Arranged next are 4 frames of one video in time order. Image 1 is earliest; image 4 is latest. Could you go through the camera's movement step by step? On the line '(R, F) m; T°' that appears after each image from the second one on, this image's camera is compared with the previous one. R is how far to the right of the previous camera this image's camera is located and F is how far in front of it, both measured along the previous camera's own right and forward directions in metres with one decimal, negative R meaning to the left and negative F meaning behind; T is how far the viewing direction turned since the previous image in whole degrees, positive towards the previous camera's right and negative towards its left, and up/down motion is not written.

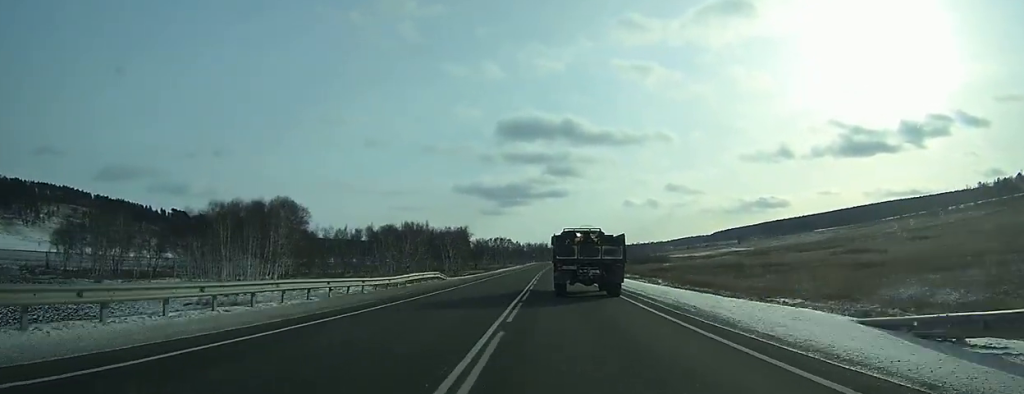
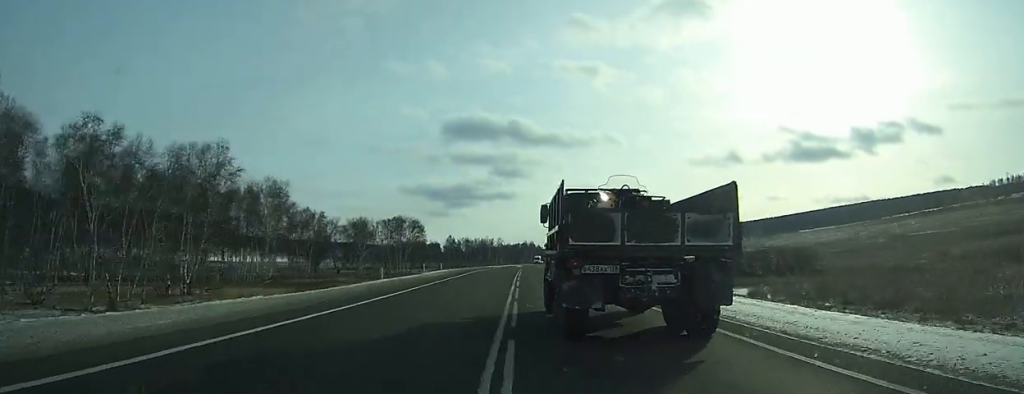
(+0.8, +133.0) m; +2°
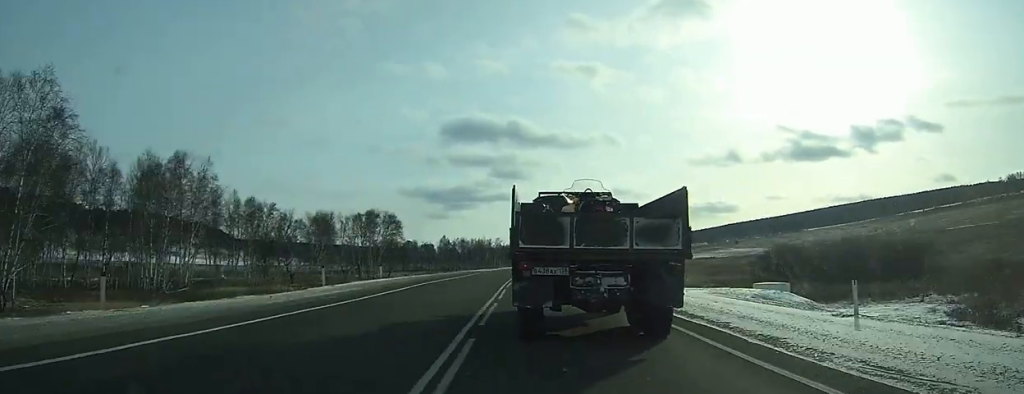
(+0.3, +25.5) m; +1°
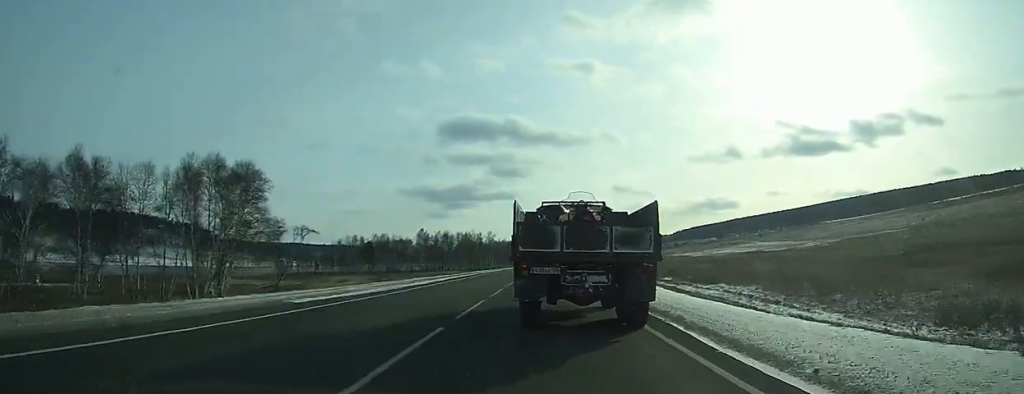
(+0.4, +61.0) m; +1°
